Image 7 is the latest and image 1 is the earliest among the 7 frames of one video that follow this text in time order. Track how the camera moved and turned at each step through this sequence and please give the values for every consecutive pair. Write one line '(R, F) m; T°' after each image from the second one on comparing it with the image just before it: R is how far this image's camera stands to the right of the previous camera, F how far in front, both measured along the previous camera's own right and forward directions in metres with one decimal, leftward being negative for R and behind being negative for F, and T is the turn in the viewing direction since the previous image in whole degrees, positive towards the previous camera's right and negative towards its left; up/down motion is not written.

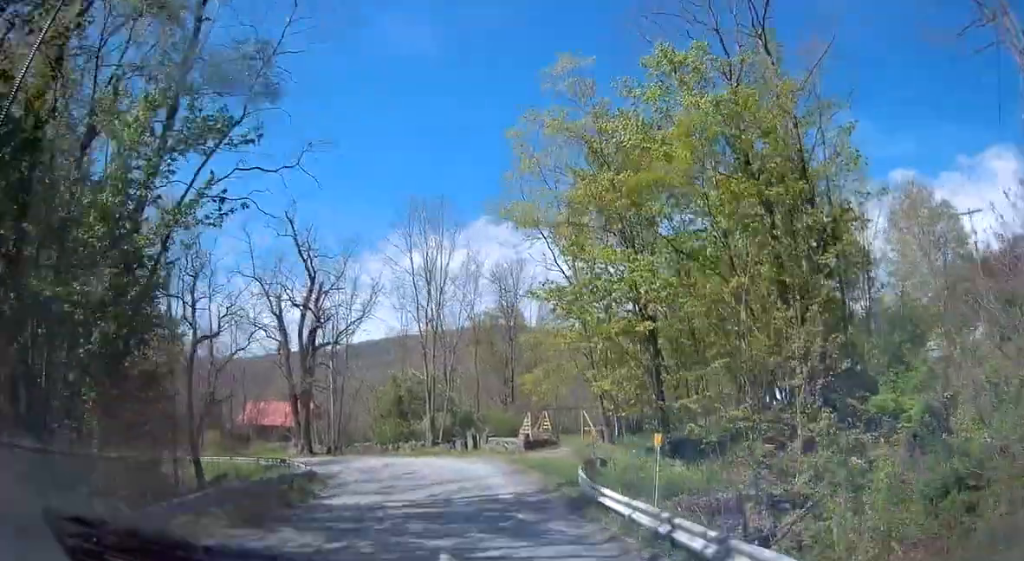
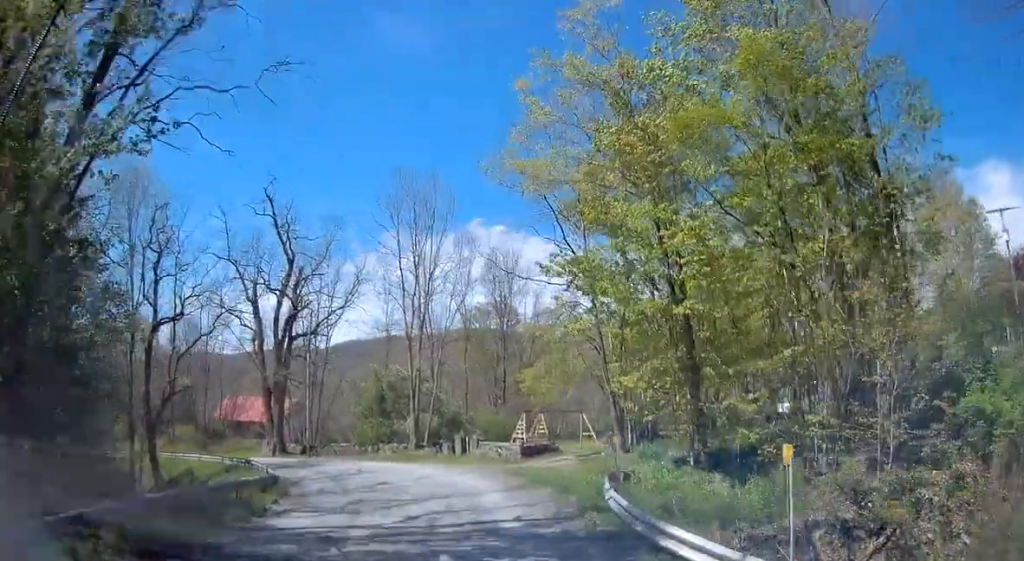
(-0.1, +4.3) m; 0°
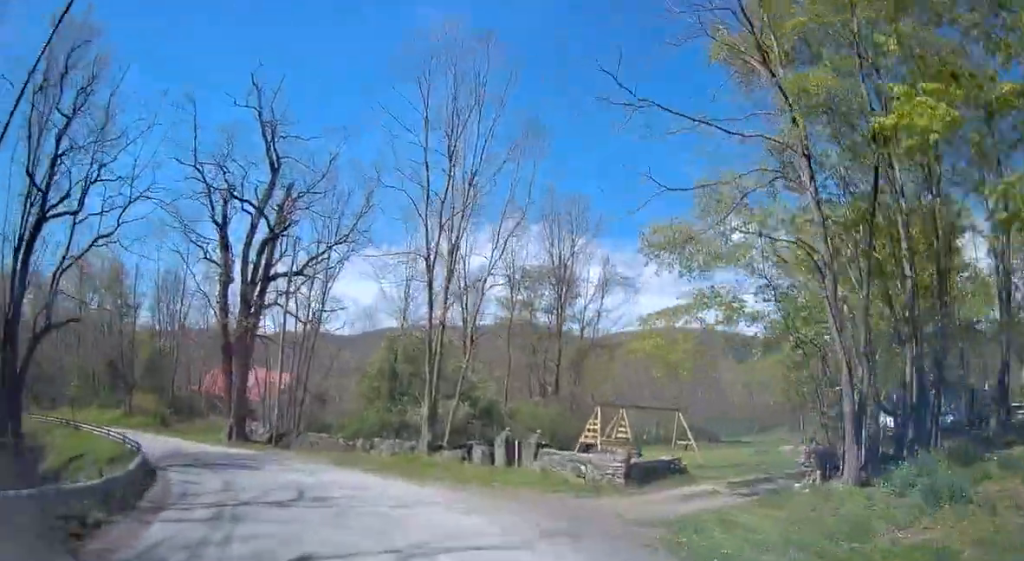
(-1.1, +14.0) m; -11°
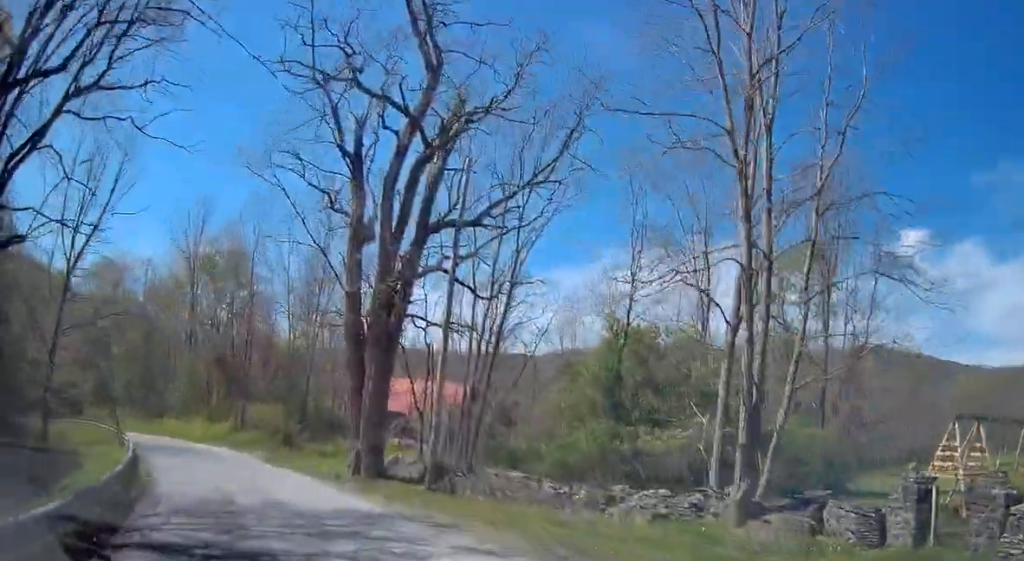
(-0.7, +12.0) m; -14°
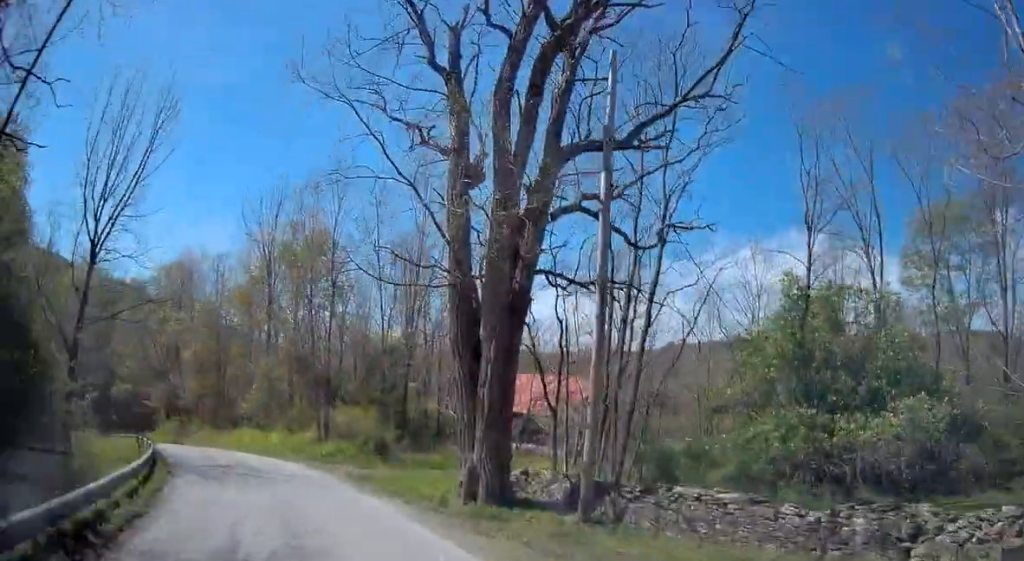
(-1.1, +6.4) m; -14°
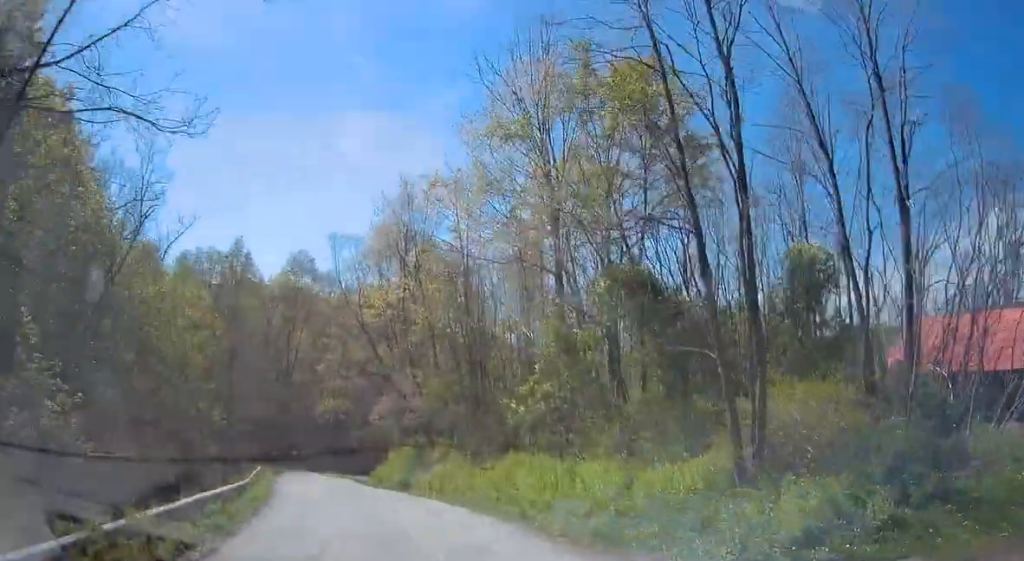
(-4.6, +21.7) m; -15°
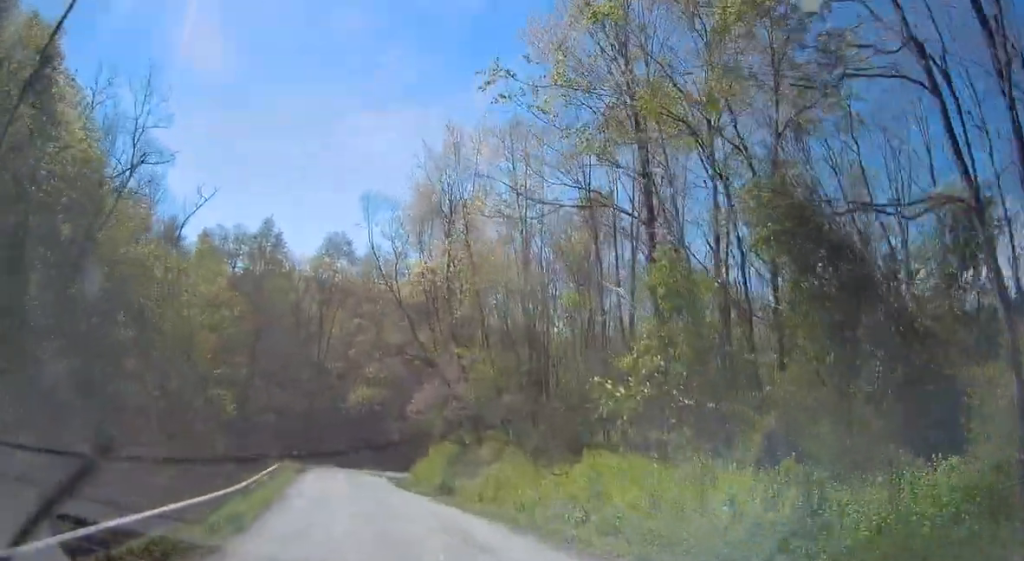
(+0.7, +5.7) m; -9°
